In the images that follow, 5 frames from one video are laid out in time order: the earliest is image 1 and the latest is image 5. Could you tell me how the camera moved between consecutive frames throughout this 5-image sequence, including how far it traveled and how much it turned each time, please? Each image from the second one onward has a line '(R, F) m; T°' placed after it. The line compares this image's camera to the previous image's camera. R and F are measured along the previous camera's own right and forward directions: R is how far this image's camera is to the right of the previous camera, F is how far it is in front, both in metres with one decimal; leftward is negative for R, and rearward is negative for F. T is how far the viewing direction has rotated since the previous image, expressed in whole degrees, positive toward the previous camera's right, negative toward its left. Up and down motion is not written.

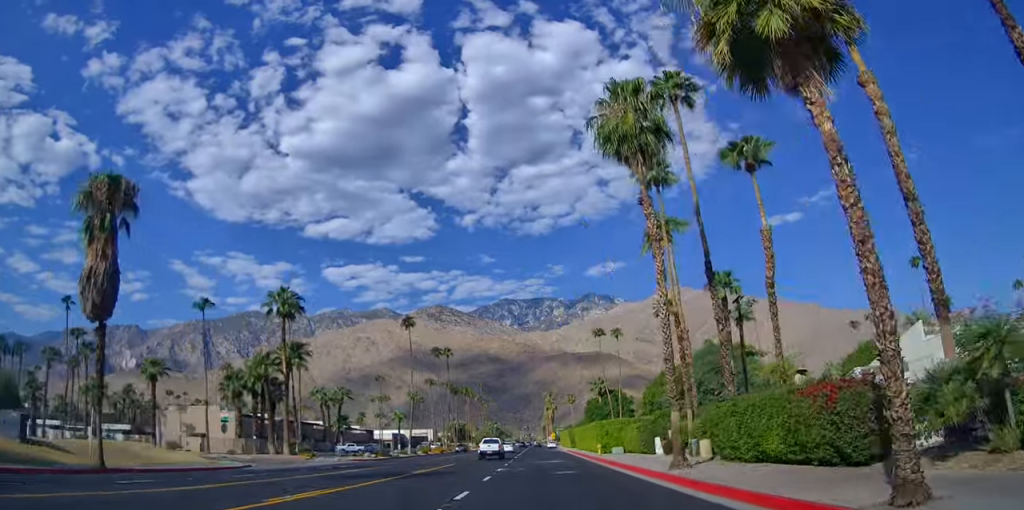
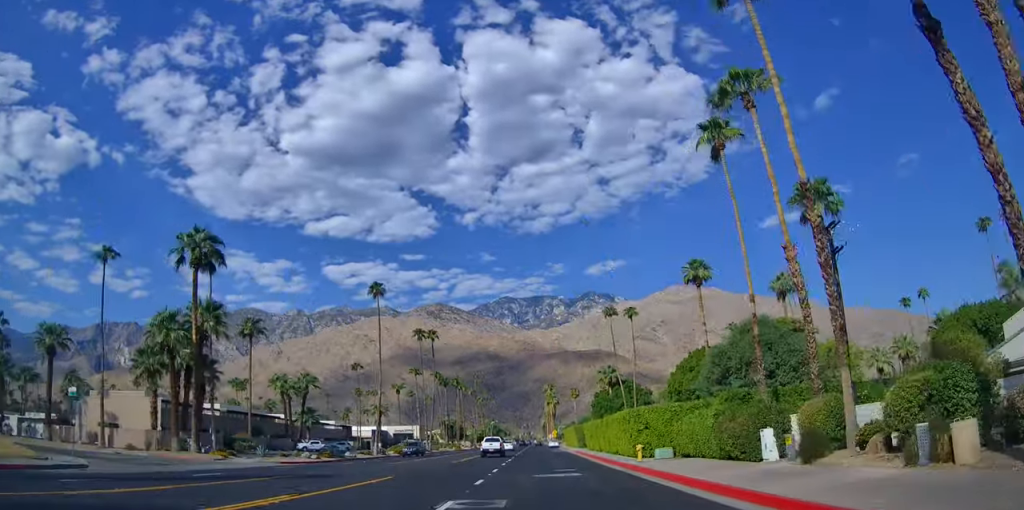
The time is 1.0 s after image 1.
(0.0, +17.5) m; 0°
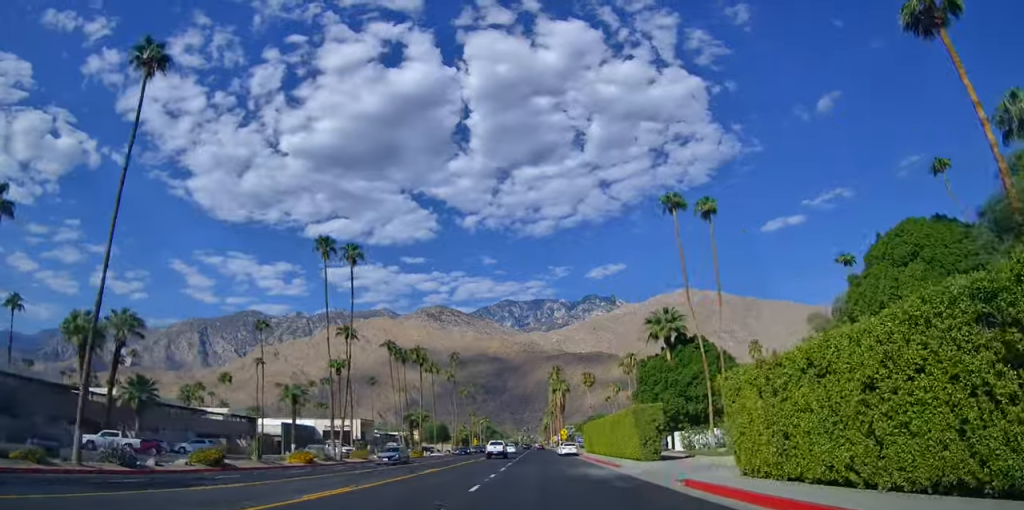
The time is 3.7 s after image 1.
(0.0, +46.1) m; 0°
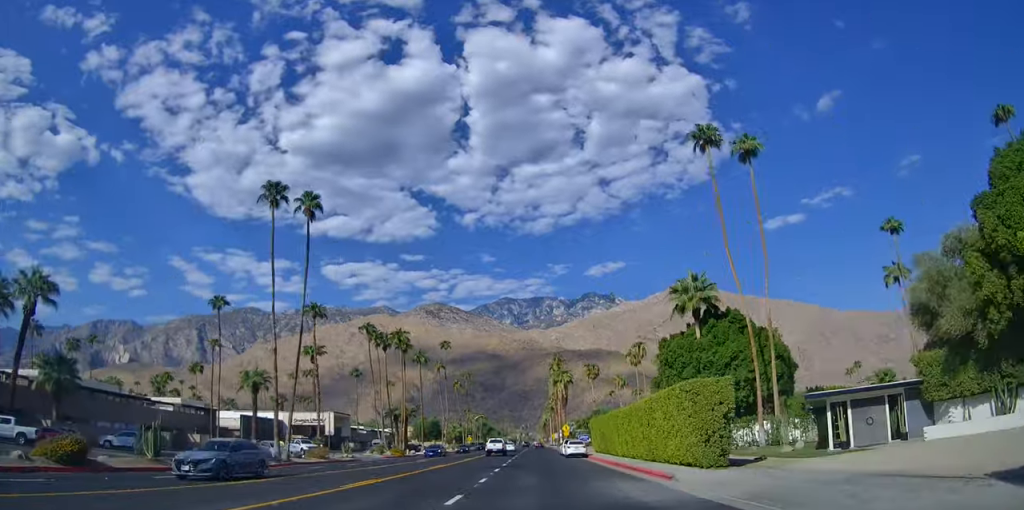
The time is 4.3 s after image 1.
(0.0, +11.4) m; 0°
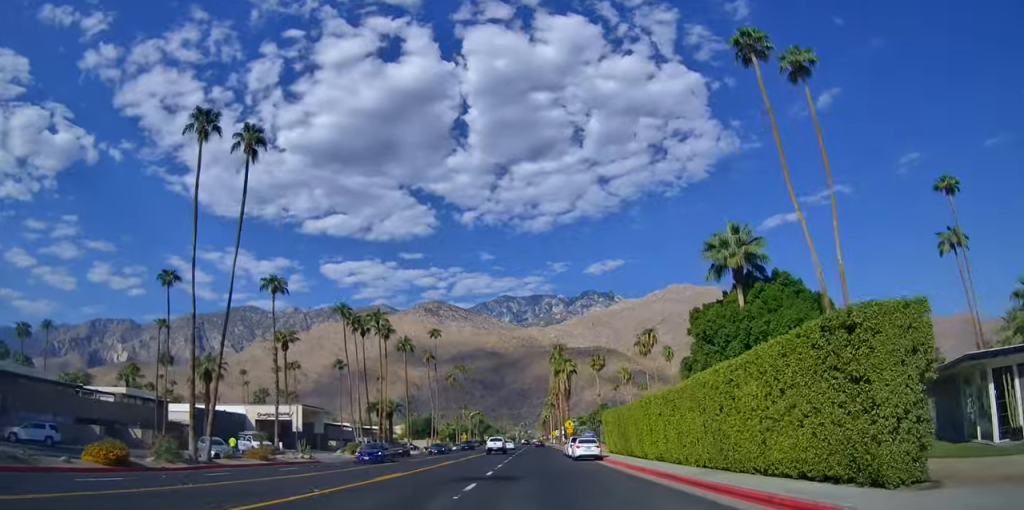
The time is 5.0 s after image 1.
(0.0, +10.8) m; 0°
